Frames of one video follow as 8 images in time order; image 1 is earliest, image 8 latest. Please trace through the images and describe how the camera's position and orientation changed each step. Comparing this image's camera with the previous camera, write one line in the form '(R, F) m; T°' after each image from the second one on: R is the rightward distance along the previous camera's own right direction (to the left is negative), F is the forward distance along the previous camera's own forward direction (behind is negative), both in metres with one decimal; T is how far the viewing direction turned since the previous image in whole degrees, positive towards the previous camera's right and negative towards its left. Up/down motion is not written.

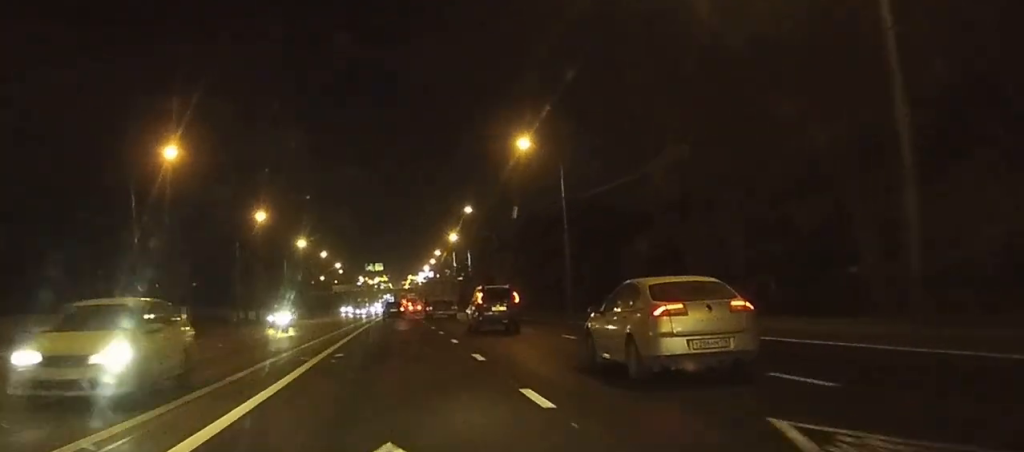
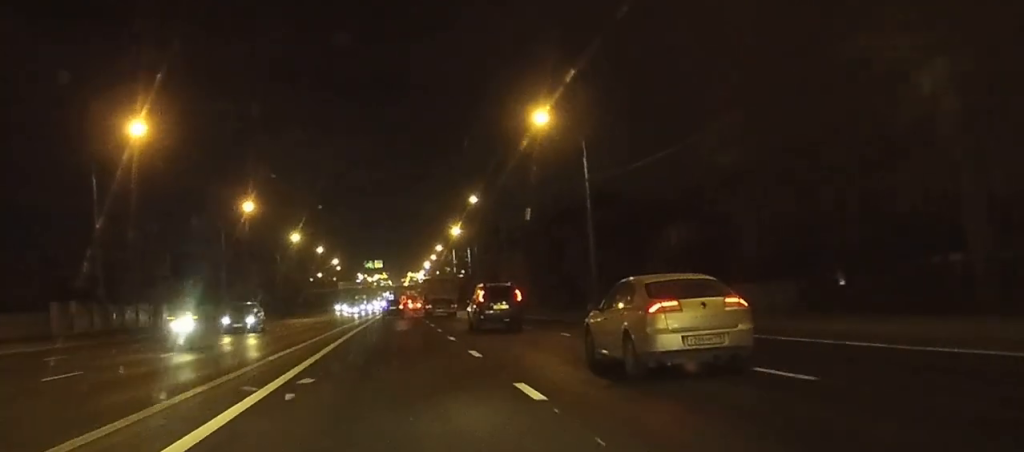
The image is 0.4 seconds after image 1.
(0.0, +7.6) m; 0°
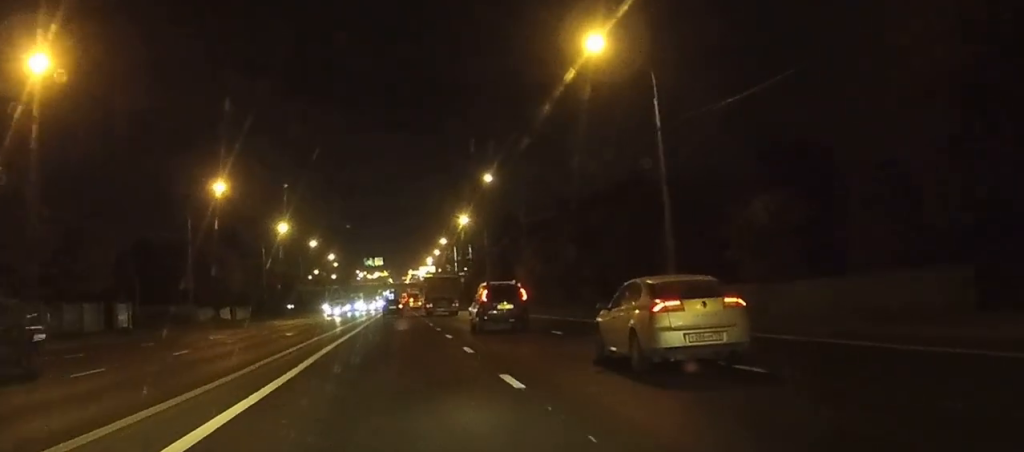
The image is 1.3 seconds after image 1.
(0.0, +14.7) m; 0°
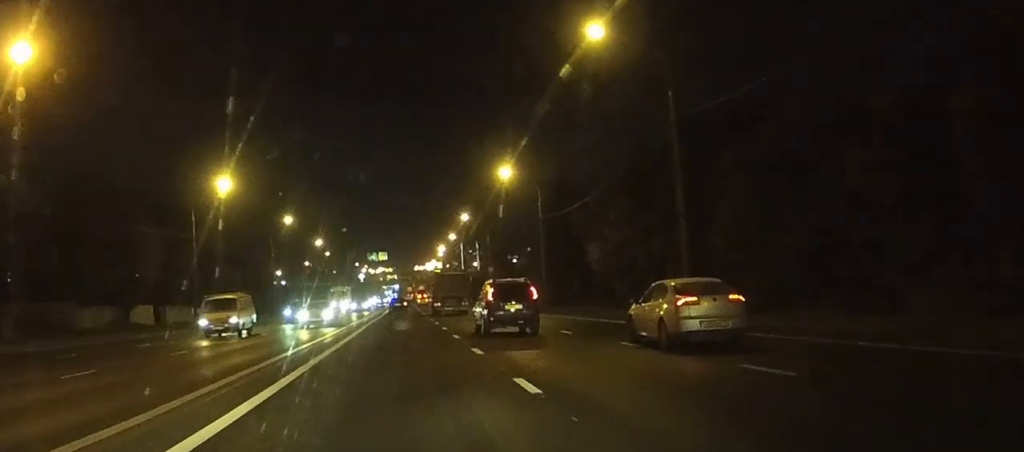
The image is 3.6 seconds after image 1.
(-0.2, +41.3) m; 0°
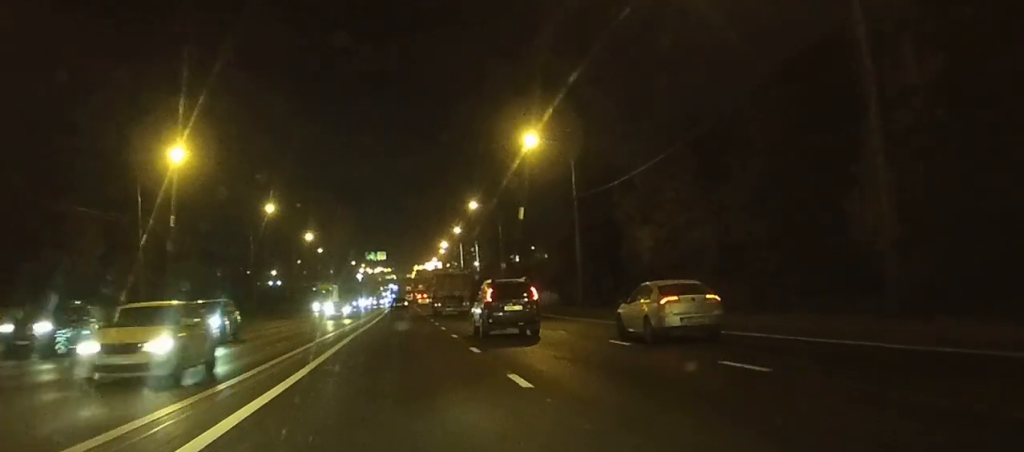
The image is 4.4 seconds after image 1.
(0.0, +15.4) m; 0°
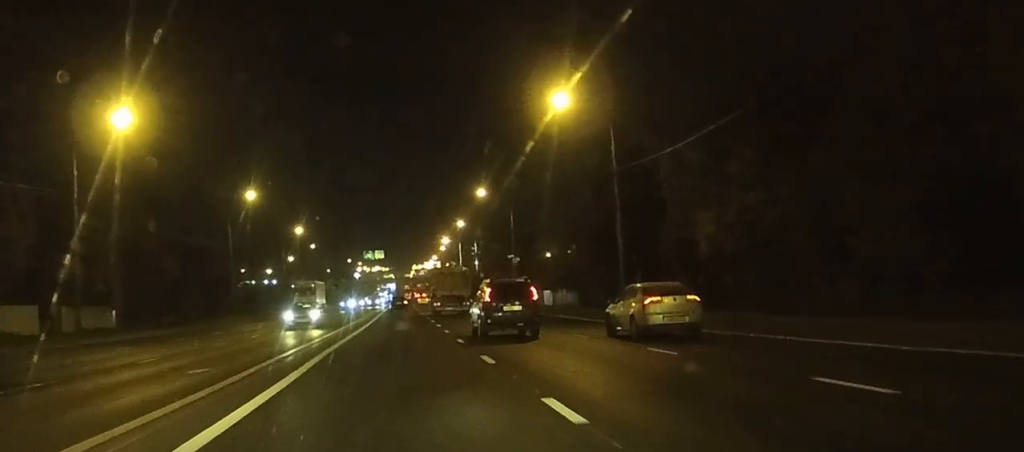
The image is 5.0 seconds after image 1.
(0.0, +11.9) m; 0°
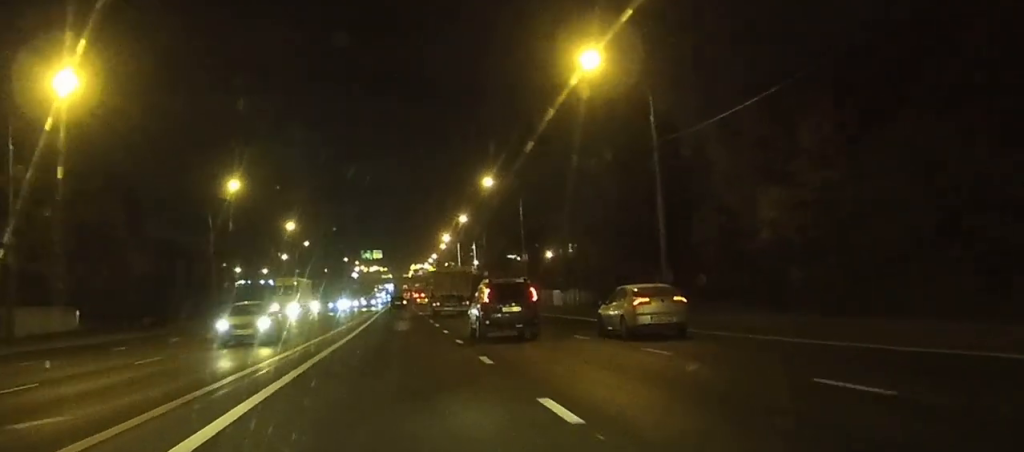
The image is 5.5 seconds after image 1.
(0.0, +8.1) m; 0°
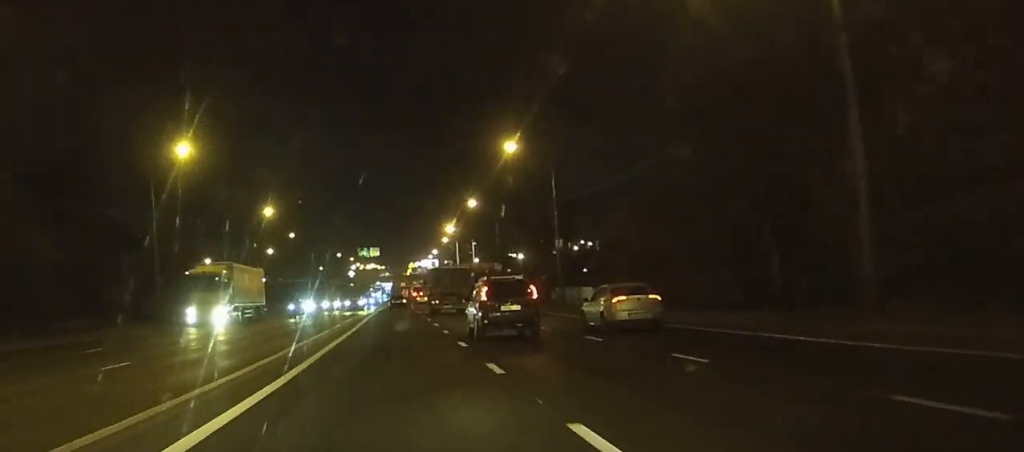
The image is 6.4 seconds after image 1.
(0.0, +18.5) m; 0°
